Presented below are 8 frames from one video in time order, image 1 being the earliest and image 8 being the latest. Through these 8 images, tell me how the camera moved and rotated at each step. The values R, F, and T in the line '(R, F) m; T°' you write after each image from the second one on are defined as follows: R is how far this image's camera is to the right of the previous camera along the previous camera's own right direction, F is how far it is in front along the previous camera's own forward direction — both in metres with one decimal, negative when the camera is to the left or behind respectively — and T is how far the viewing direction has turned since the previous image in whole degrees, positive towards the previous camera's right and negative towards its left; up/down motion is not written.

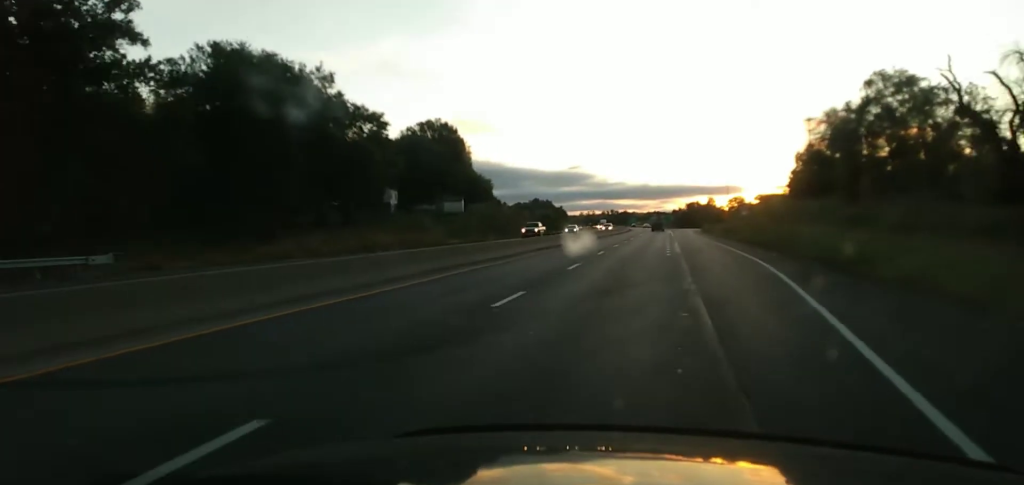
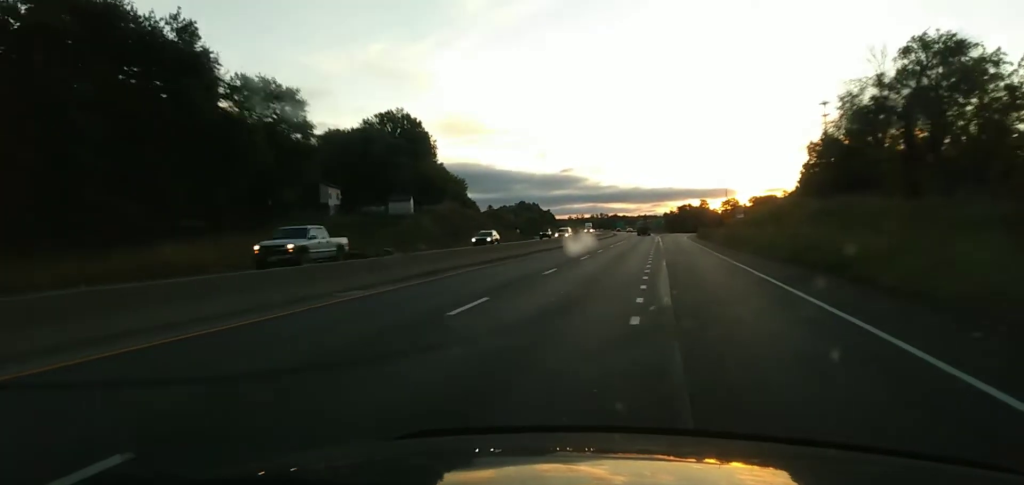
(+0.3, +25.0) m; +1°
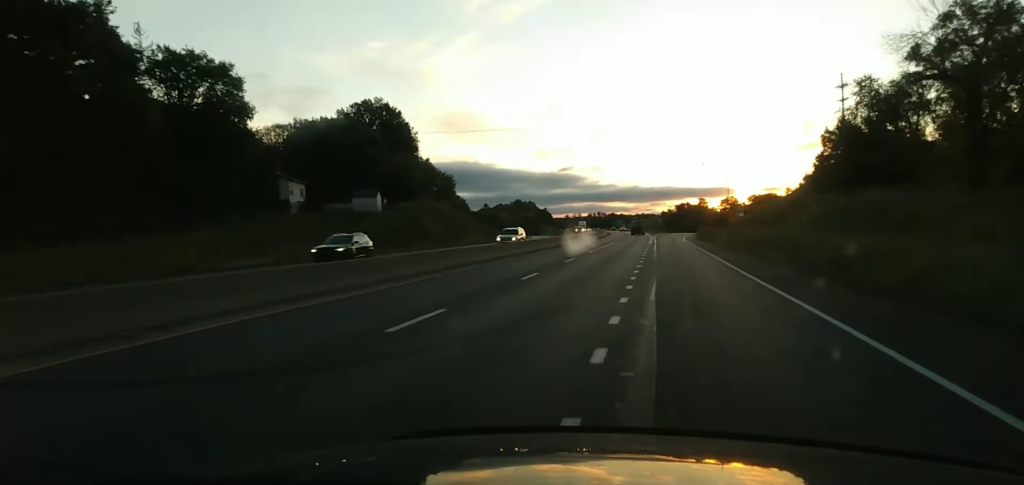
(0.0, +13.1) m; 0°
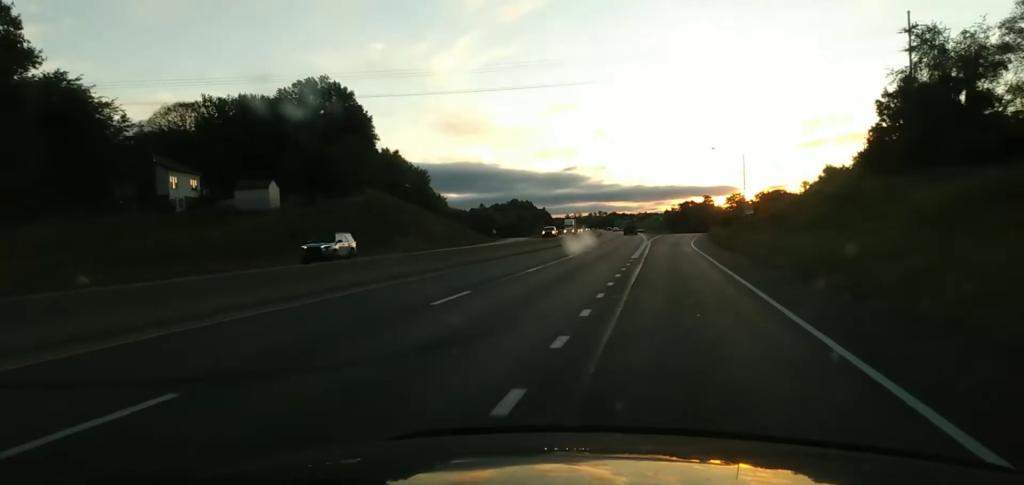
(-0.1, +32.0) m; 0°
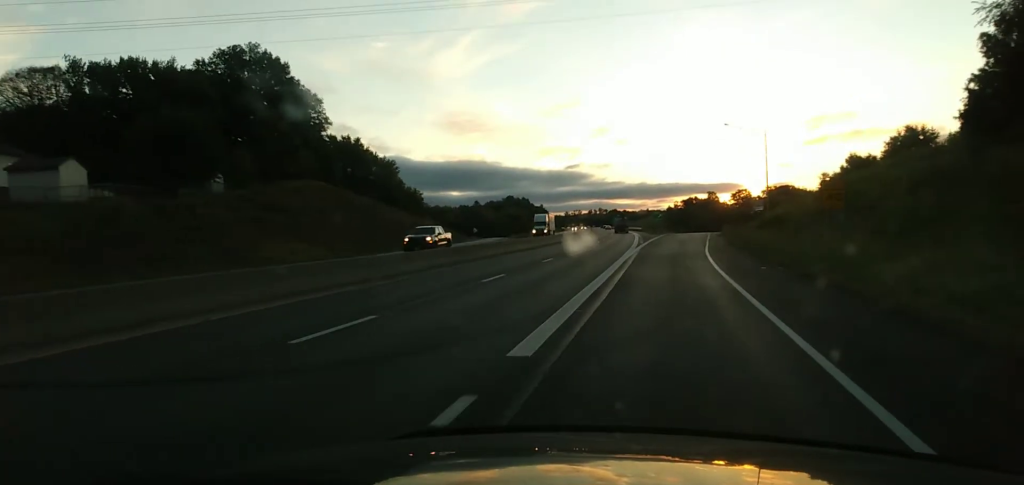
(+0.2, +31.0) m; -1°
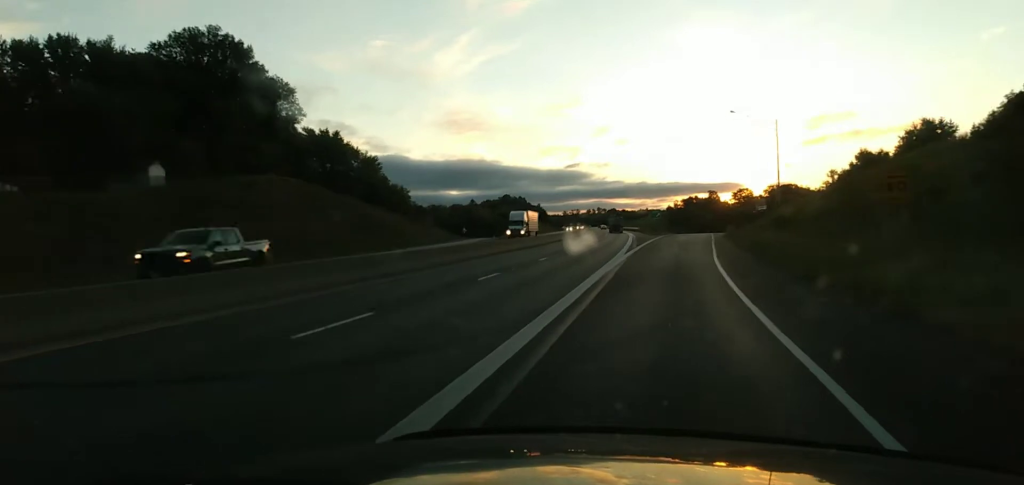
(-0.2, +12.2) m; 0°
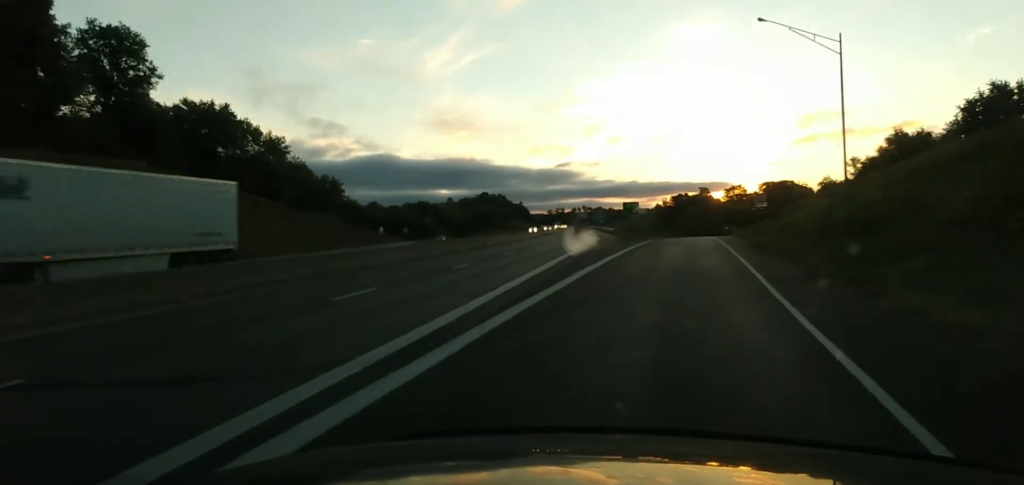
(+0.5, +42.7) m; +1°
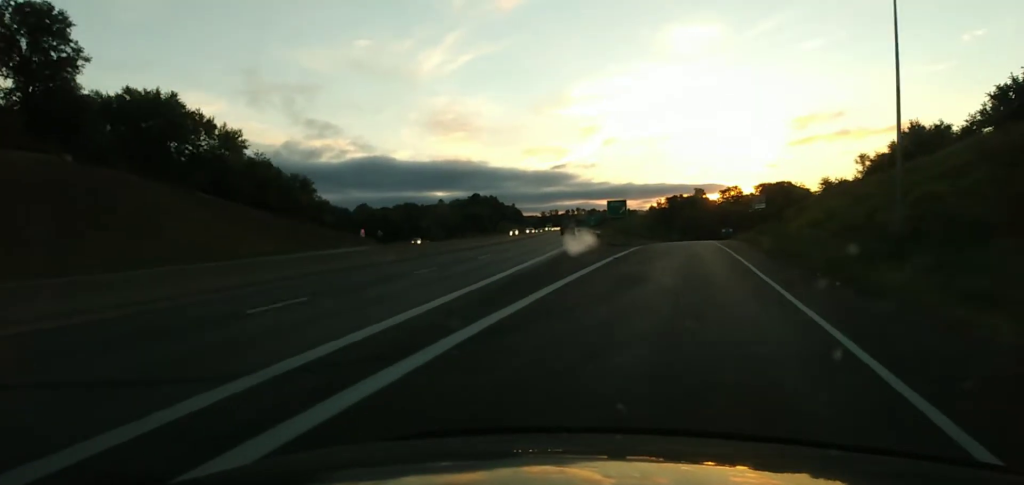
(0.0, +15.0) m; 0°
